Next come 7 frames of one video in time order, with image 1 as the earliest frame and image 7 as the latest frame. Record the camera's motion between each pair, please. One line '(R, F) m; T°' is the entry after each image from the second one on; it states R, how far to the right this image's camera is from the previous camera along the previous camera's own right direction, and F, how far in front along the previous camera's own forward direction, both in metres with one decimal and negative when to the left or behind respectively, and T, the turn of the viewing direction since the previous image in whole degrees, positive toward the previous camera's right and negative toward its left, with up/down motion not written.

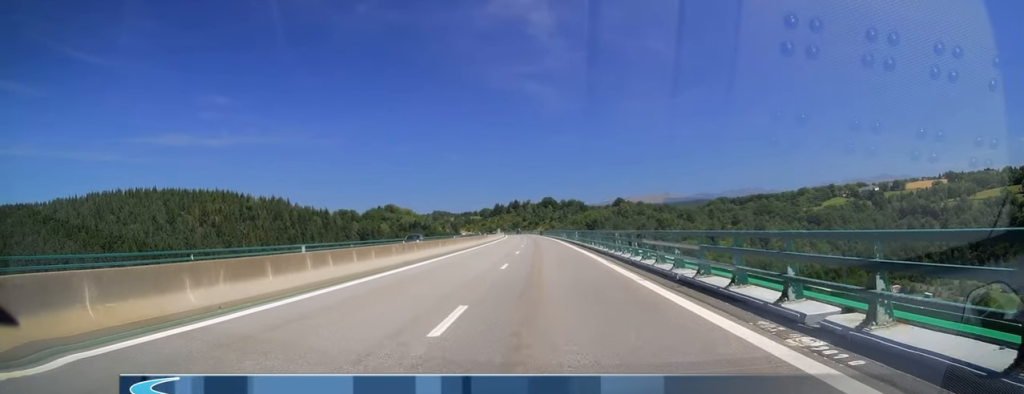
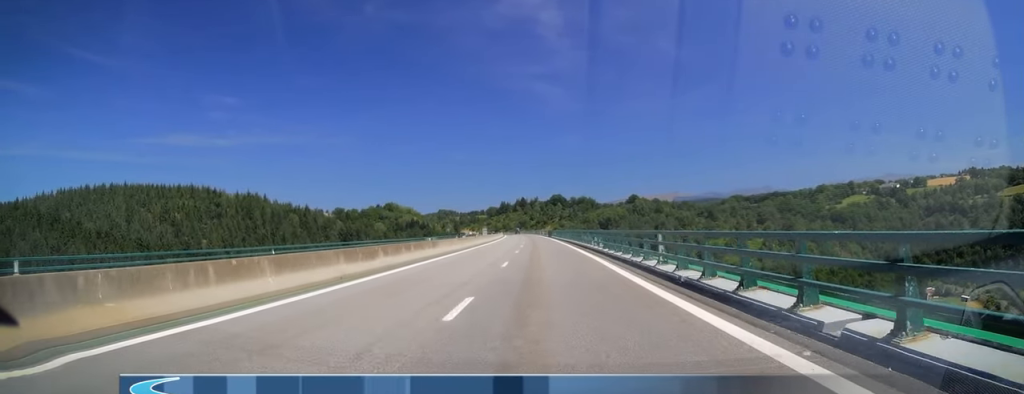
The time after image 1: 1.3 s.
(0.0, +37.9) m; 0°
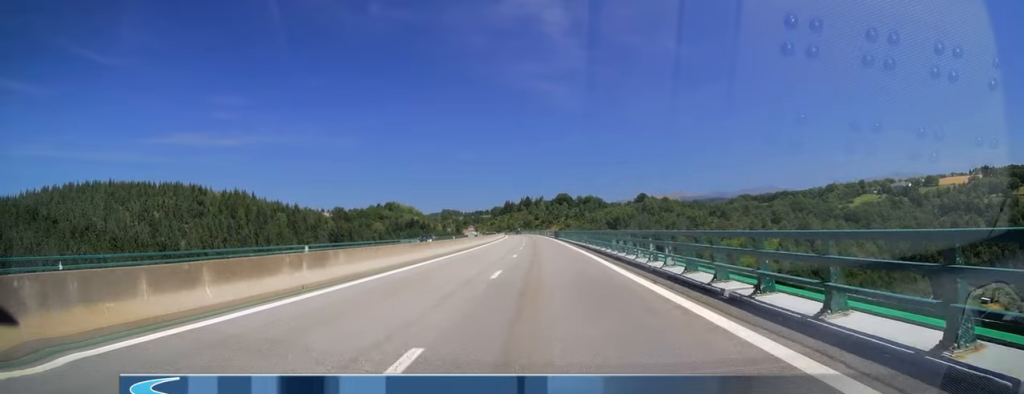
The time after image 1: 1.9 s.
(0.0, +18.2) m; -1°
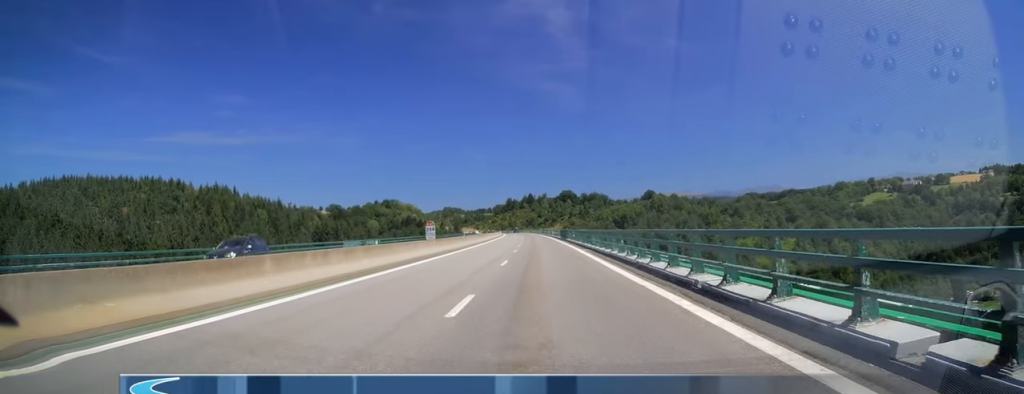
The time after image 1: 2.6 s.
(-0.1, +20.6) m; -1°
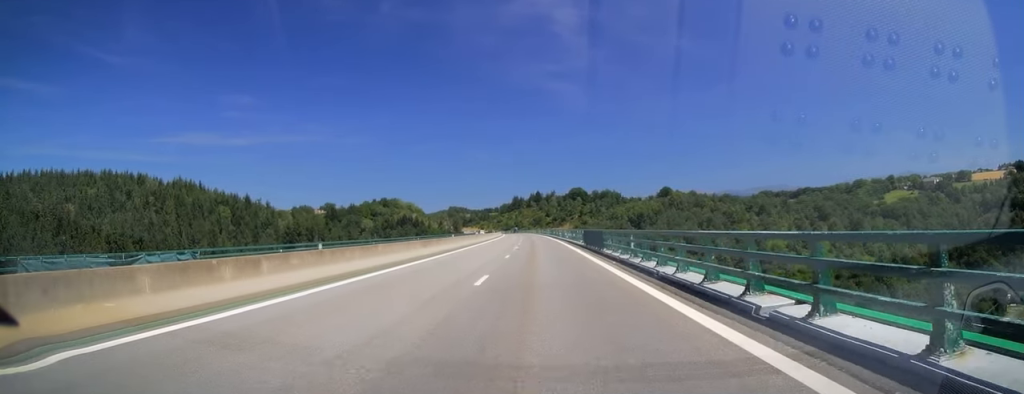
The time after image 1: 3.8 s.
(-0.7, +33.9) m; -2°
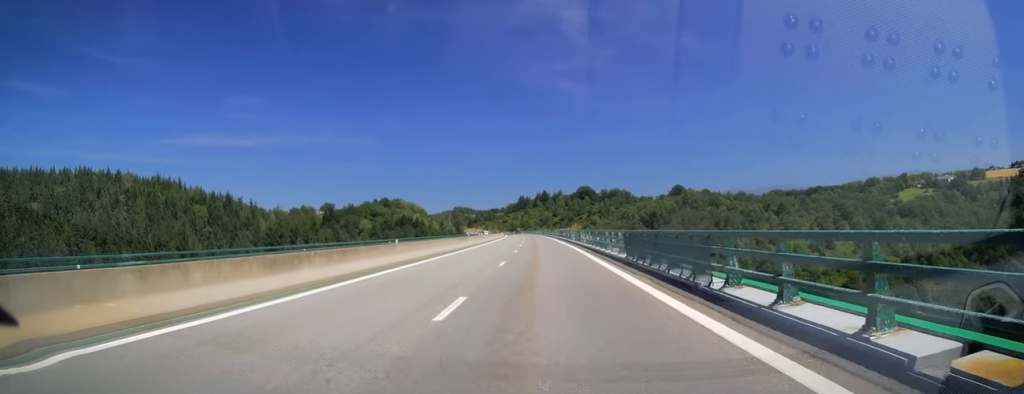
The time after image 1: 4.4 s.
(-0.1, +18.7) m; 0°
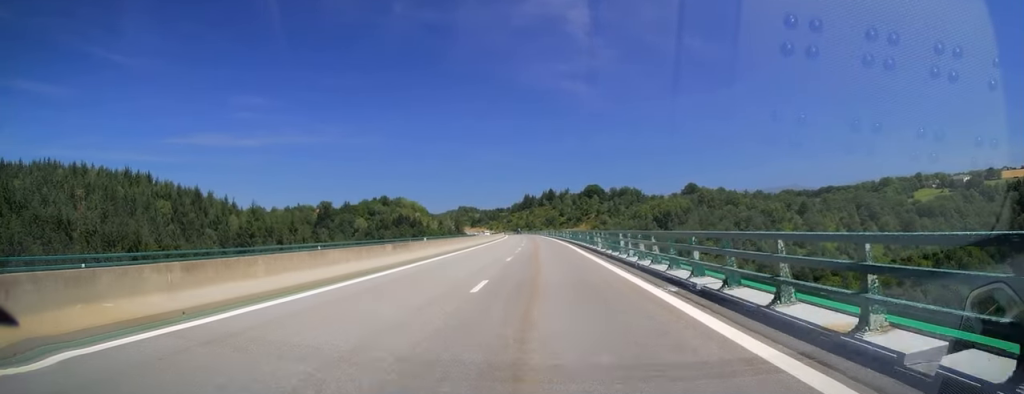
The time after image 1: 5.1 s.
(0.0, +22.1) m; 0°
